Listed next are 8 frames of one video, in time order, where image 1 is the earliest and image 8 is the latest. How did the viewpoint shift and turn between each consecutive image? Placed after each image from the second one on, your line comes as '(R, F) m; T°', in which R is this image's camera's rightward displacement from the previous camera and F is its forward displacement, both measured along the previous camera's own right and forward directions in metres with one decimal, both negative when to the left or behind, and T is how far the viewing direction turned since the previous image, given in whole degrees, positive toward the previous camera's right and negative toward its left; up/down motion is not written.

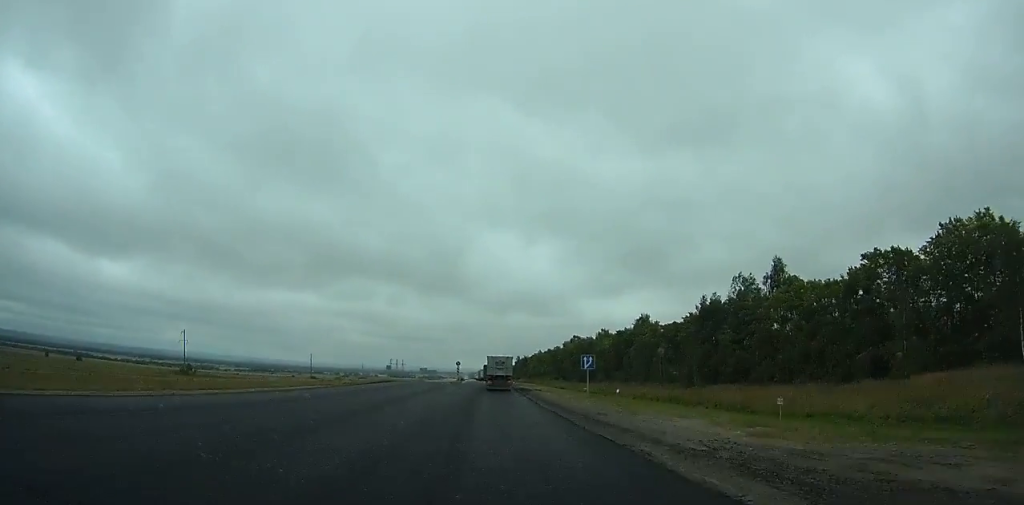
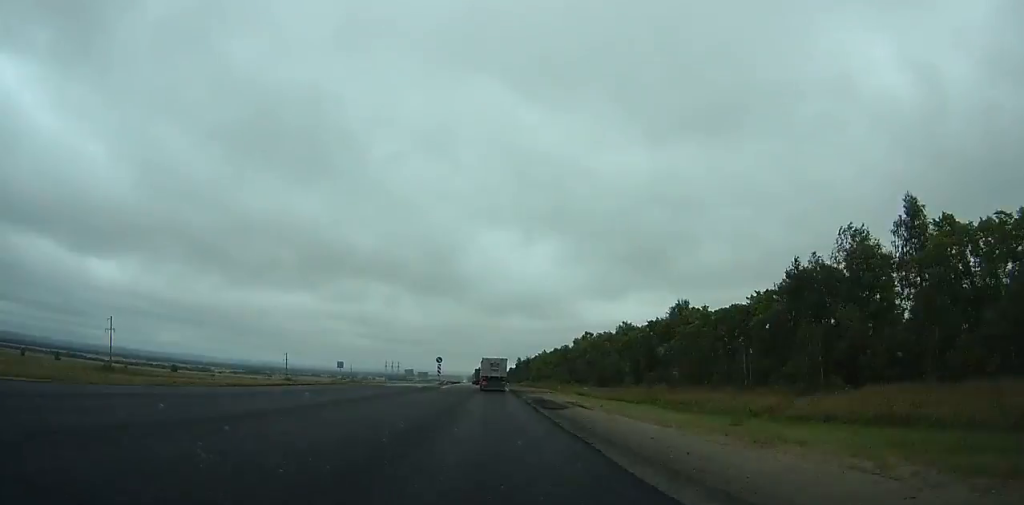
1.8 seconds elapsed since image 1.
(+0.7, +36.7) m; +1°
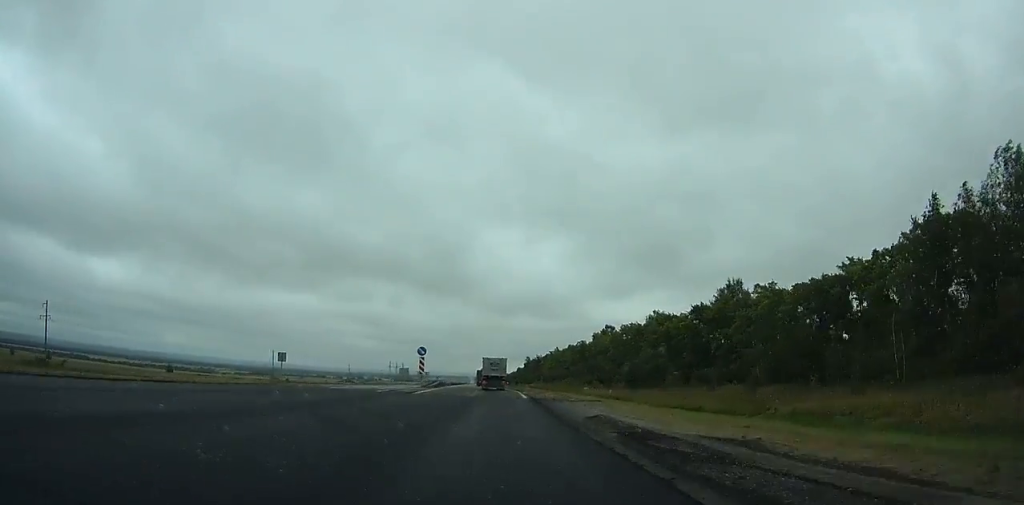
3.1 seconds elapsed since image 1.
(+0.3, +26.8) m; 0°
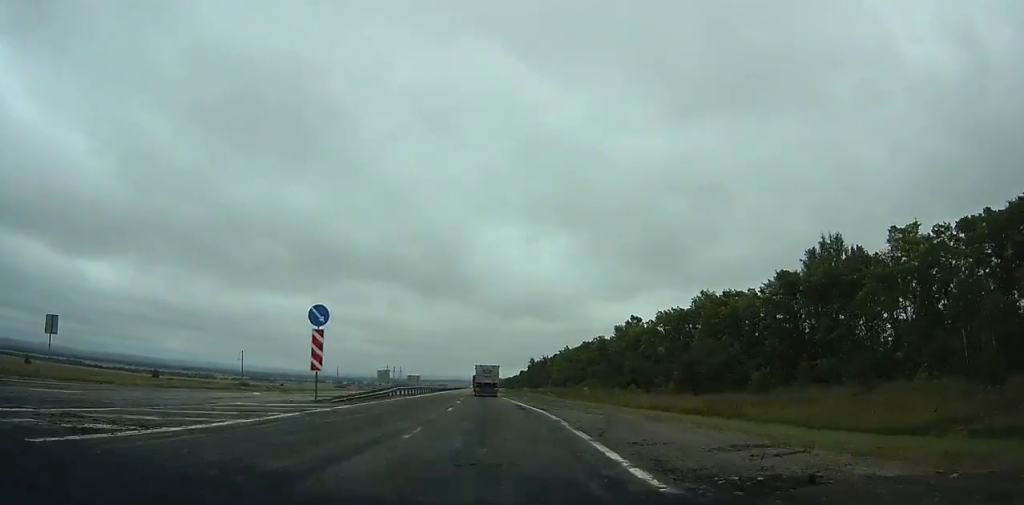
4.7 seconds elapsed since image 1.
(+0.1, +33.2) m; 0°
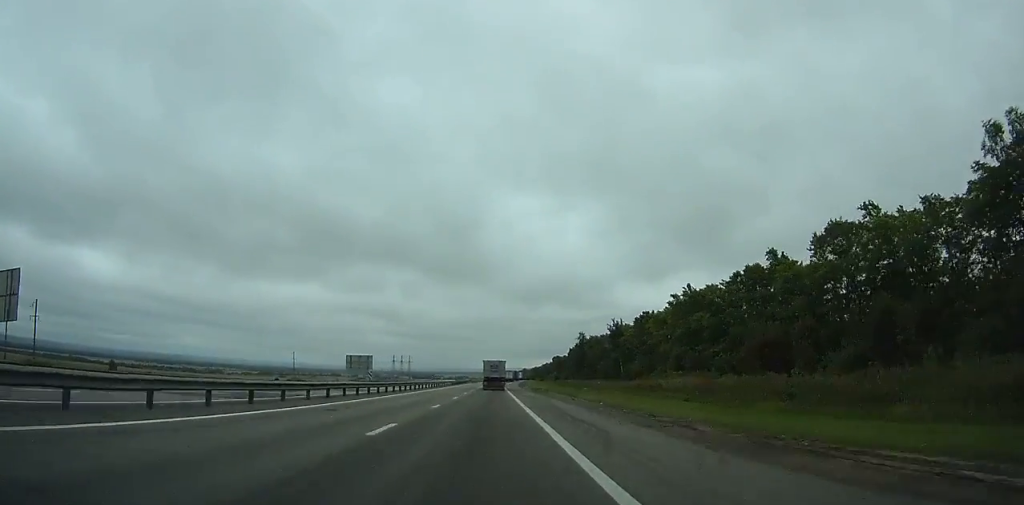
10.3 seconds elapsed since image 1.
(-3.3, +118.2) m; -2°
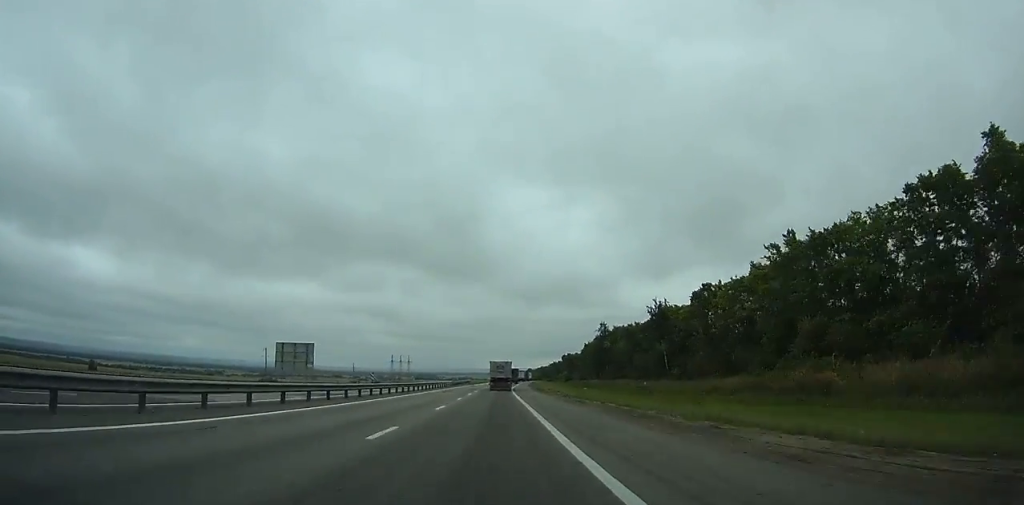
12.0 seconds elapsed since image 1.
(0.0, +36.3) m; 0°
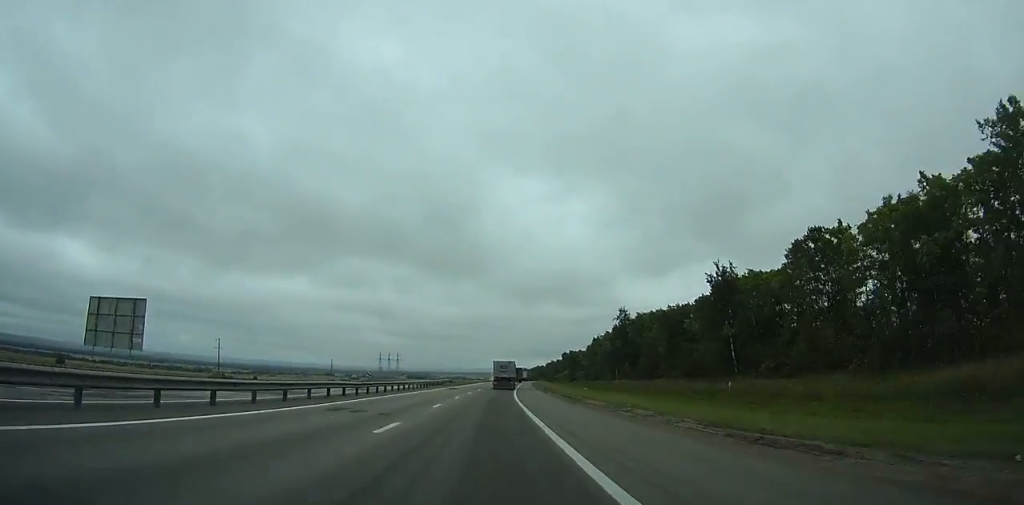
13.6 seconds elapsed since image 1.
(+0.1, +34.2) m; 0°
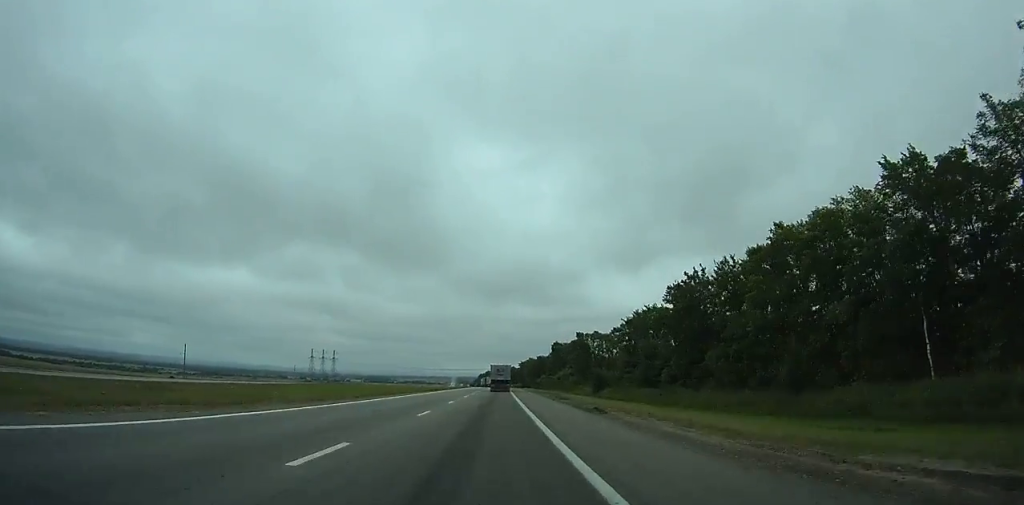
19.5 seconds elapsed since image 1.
(+3.6, +126.5) m; +4°
